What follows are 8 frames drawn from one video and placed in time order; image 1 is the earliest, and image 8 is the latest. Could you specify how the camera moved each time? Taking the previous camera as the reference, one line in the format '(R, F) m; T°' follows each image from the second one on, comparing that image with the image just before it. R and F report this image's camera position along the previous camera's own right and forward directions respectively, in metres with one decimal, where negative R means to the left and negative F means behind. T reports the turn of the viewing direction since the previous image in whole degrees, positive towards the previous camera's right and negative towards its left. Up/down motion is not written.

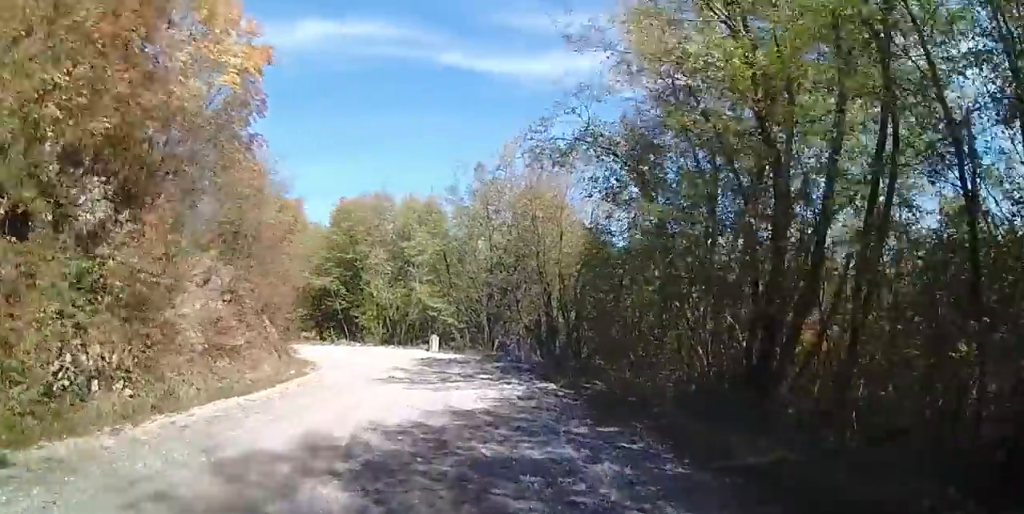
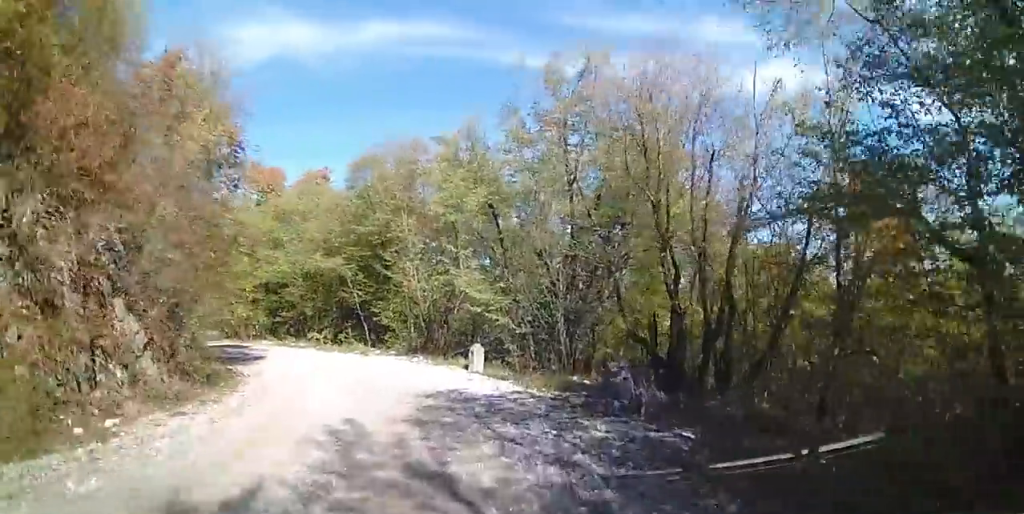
(-2.3, +9.0) m; -16°
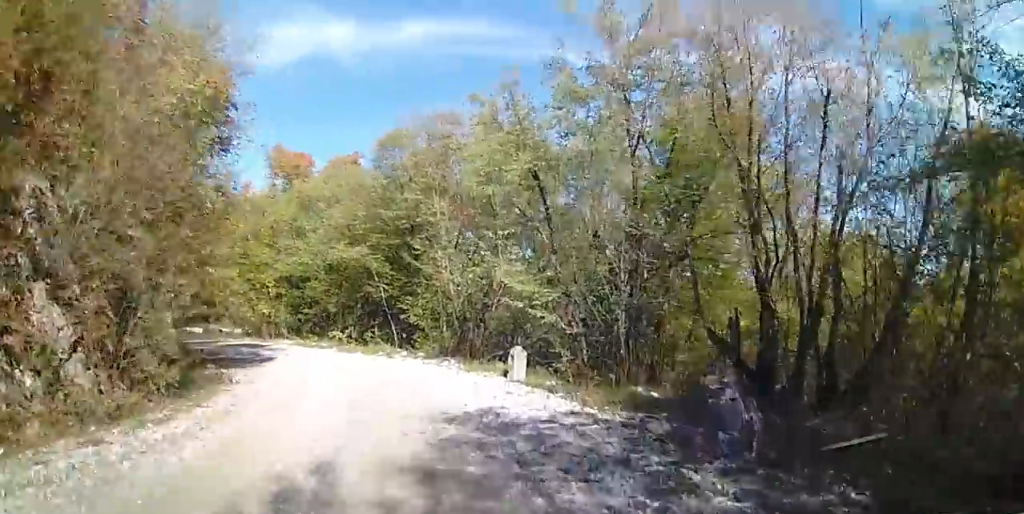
(0.0, +2.6) m; -1°
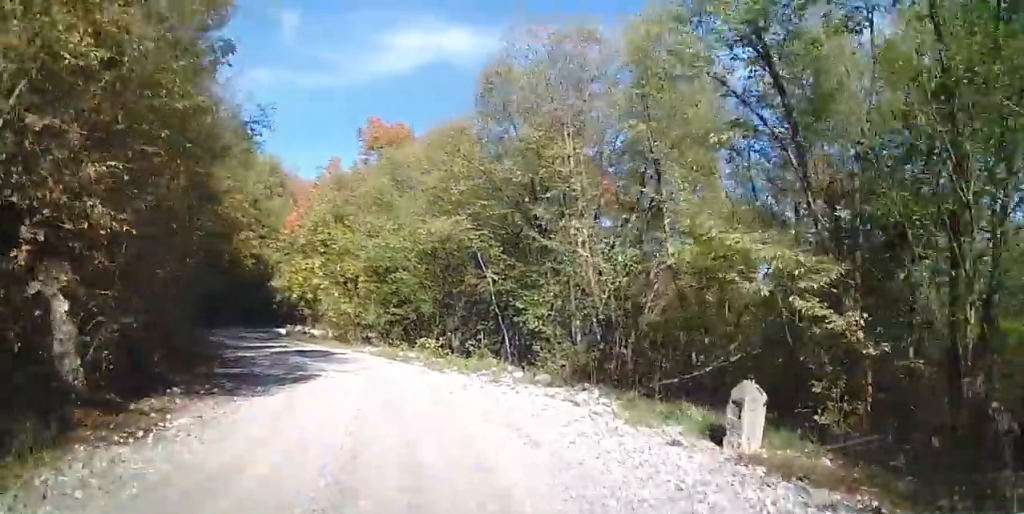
(0.0, +6.4) m; 0°
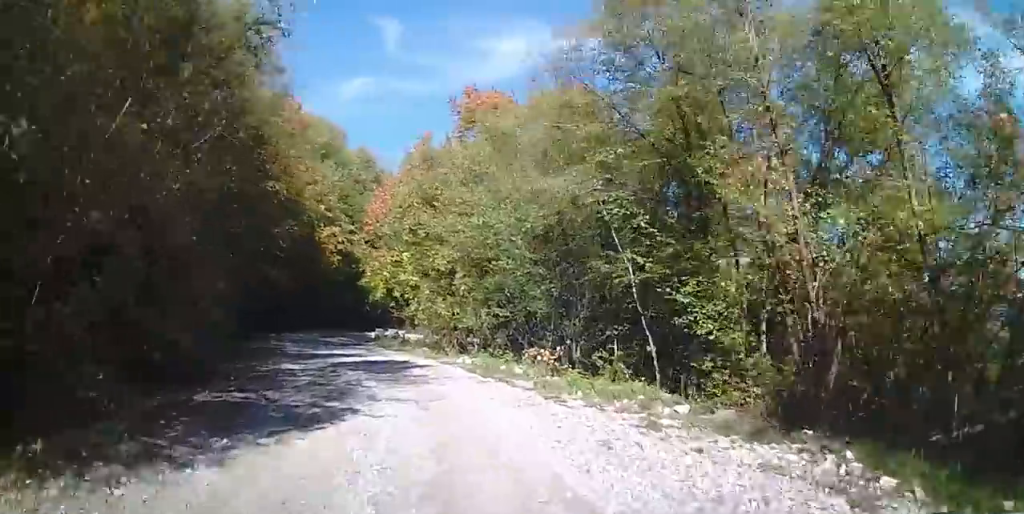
(0.0, +5.0) m; 0°
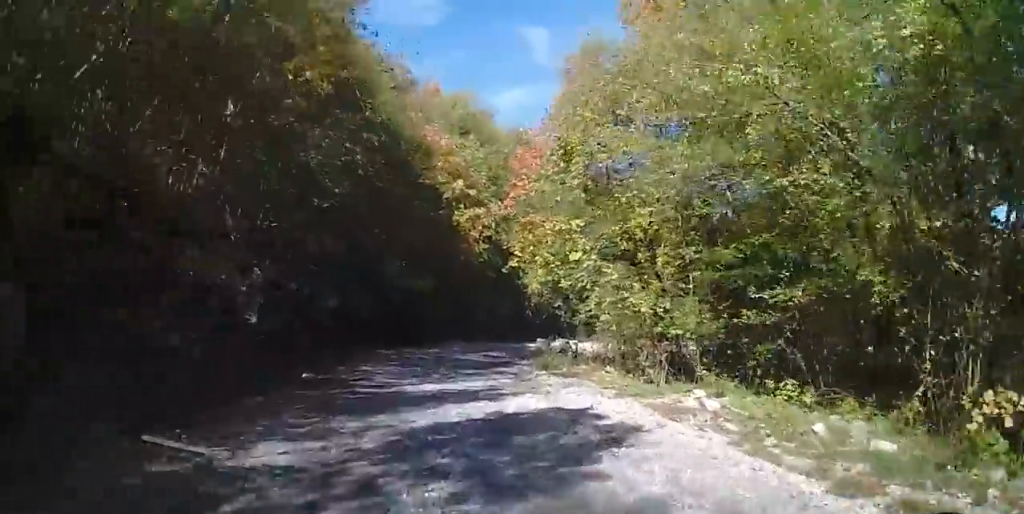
(0.0, +8.8) m; 0°
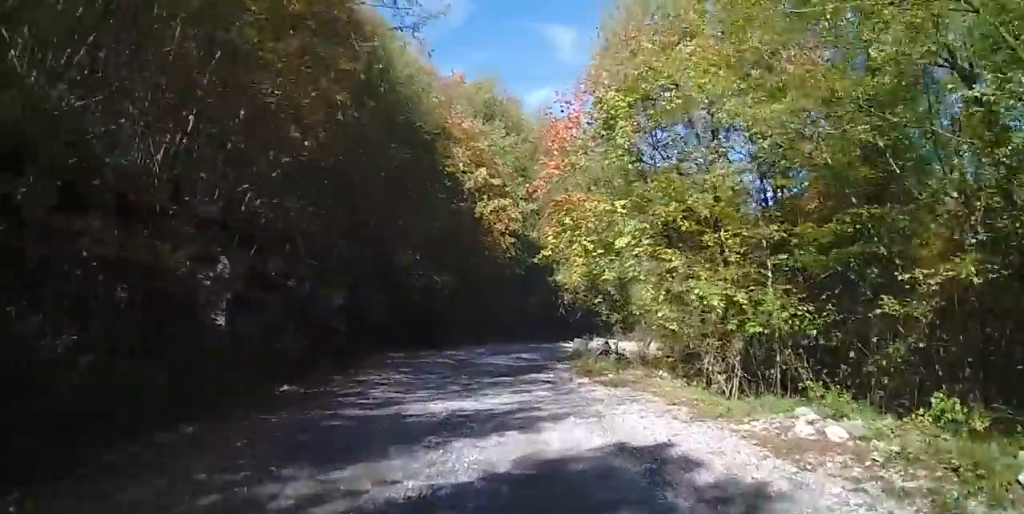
(0.0, +2.6) m; 0°
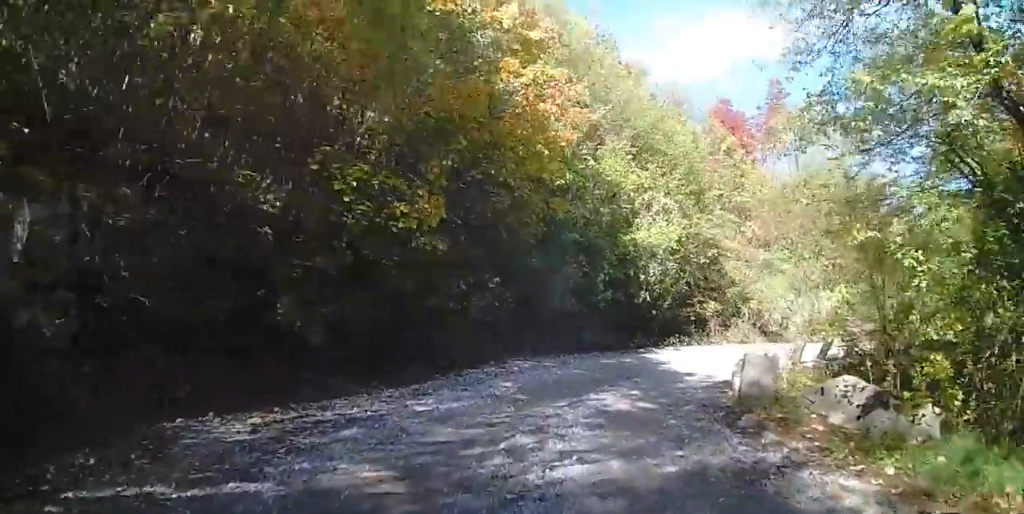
(-0.1, +11.9) m; -5°
